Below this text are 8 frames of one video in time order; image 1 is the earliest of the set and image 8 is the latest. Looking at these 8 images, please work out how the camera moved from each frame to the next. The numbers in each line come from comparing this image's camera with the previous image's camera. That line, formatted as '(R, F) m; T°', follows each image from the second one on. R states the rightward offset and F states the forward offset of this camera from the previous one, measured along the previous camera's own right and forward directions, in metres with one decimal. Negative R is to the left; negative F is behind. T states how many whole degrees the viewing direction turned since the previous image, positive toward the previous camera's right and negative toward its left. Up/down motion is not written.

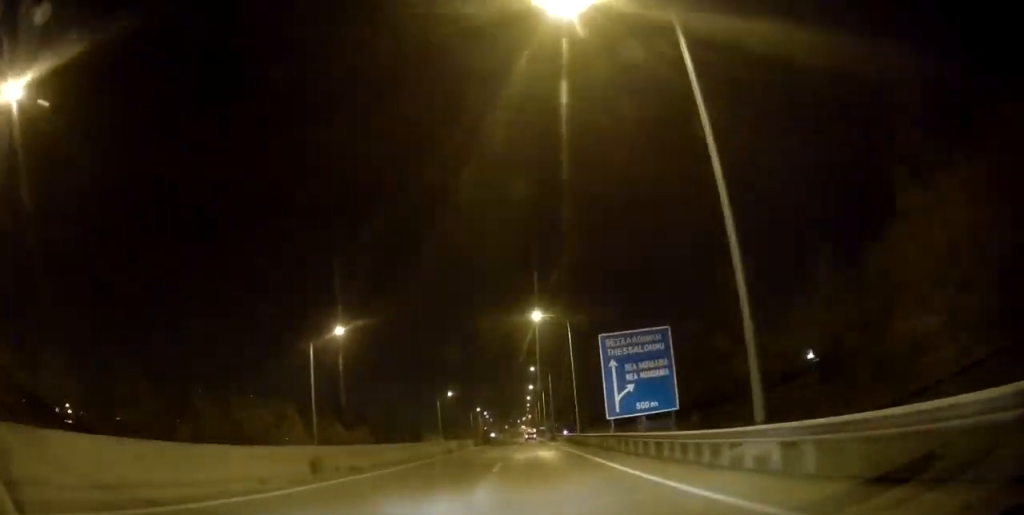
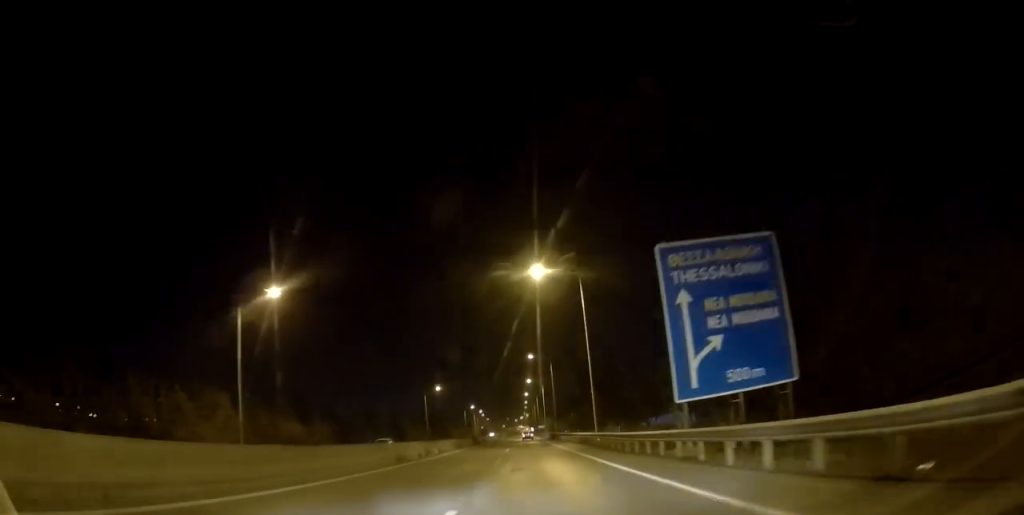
(-0.4, +16.3) m; +1°
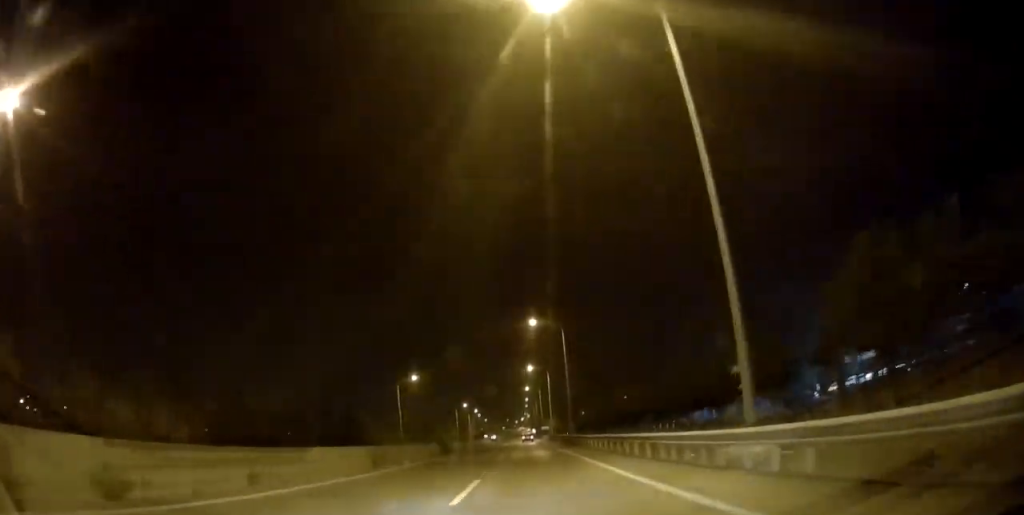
(+1.0, +28.9) m; +1°
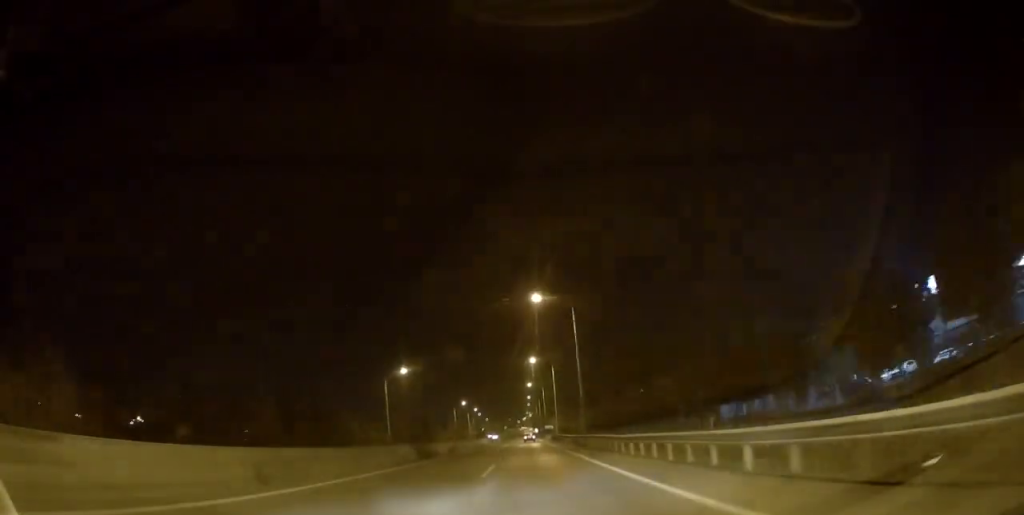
(-0.3, +10.8) m; 0°
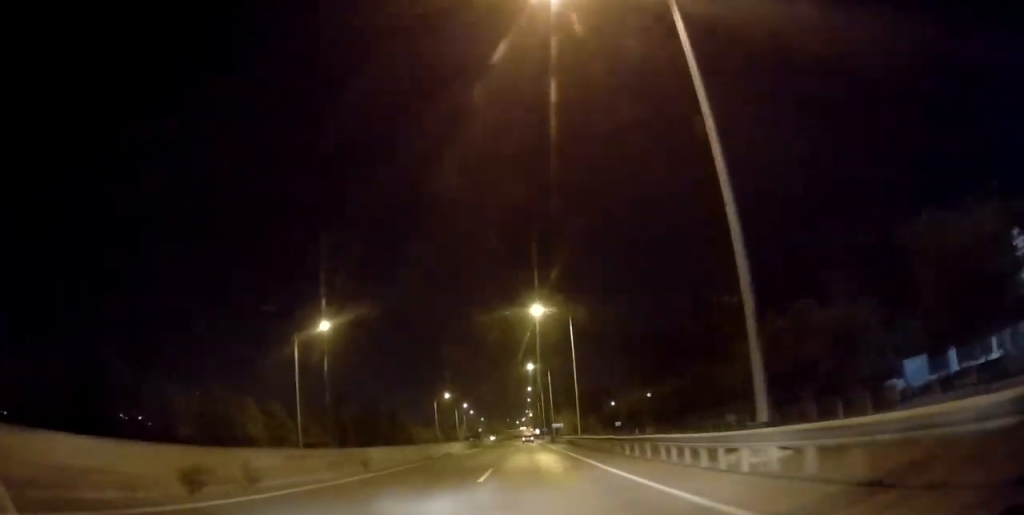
(+0.2, +37.3) m; -1°
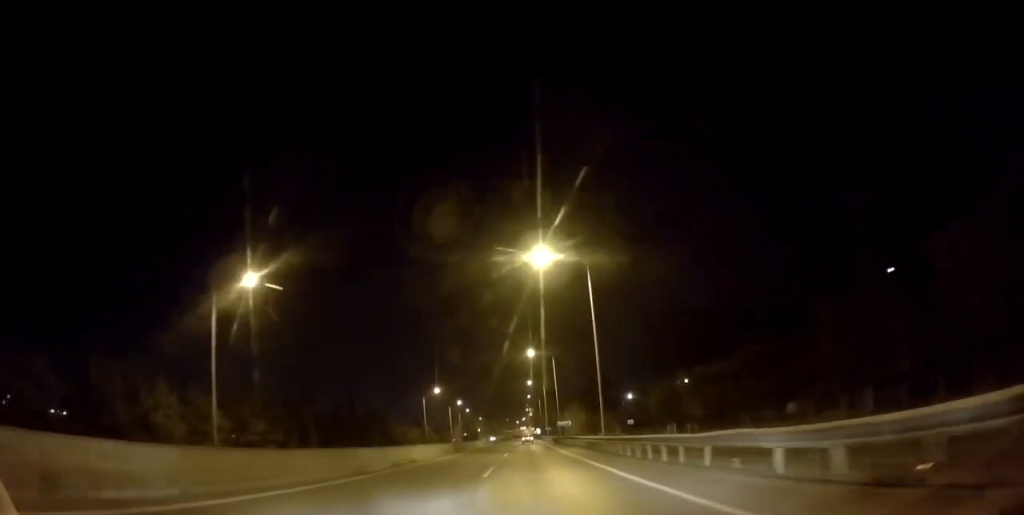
(-0.2, +16.1) m; -2°
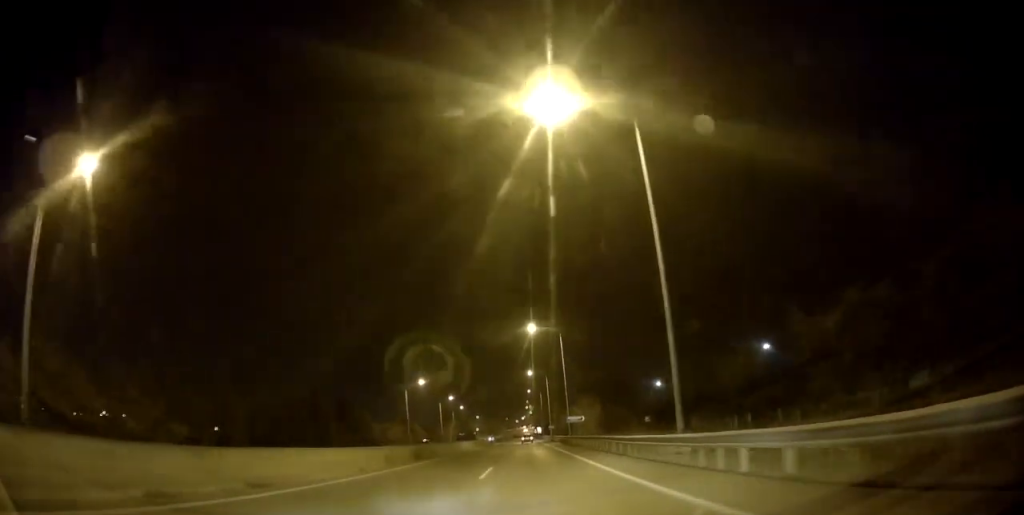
(-0.4, +18.1) m; +1°
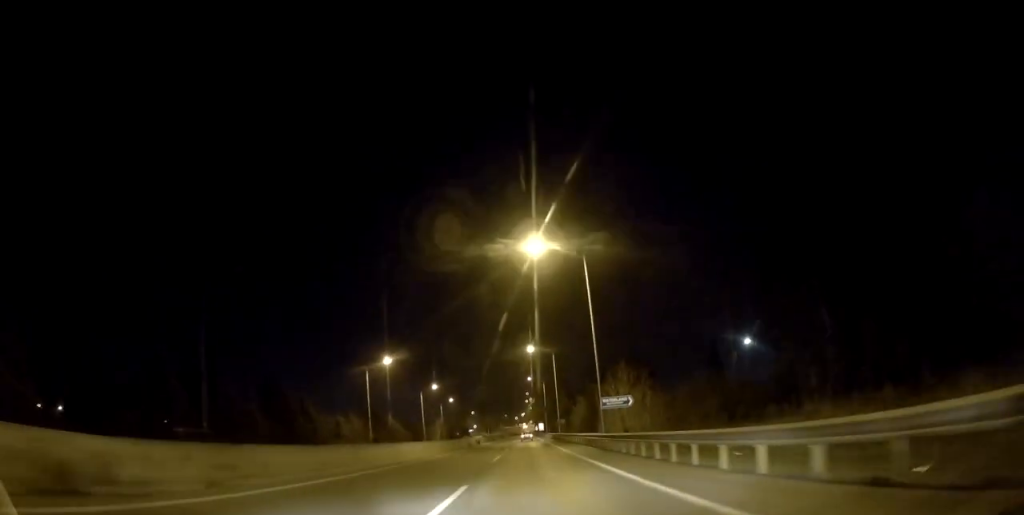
(+0.8, +26.7) m; +2°
